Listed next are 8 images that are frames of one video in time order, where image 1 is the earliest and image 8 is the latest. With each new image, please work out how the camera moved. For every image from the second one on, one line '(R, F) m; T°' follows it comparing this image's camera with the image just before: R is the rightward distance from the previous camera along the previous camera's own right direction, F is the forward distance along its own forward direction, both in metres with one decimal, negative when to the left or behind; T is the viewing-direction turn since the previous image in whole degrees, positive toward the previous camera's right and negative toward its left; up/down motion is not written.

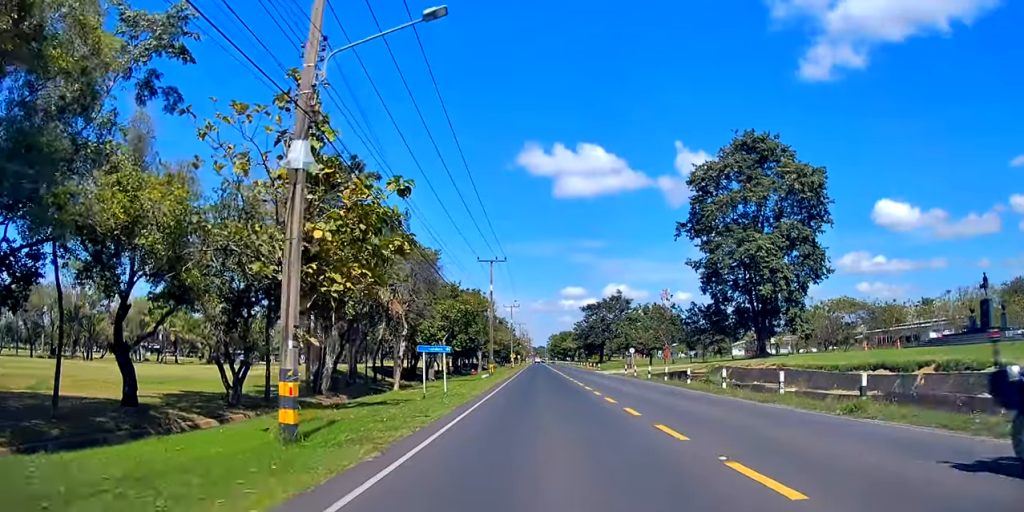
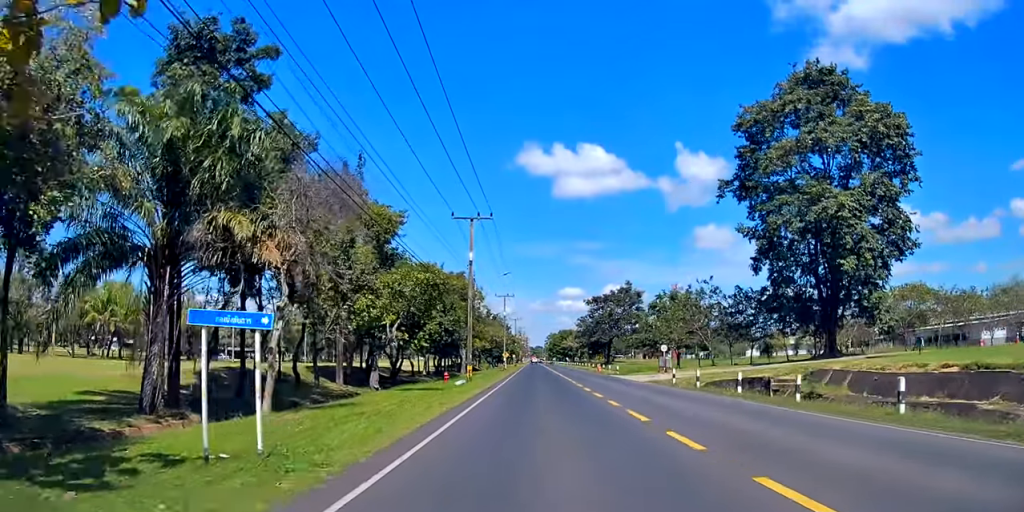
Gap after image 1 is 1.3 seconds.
(0.0, +17.9) m; +1°
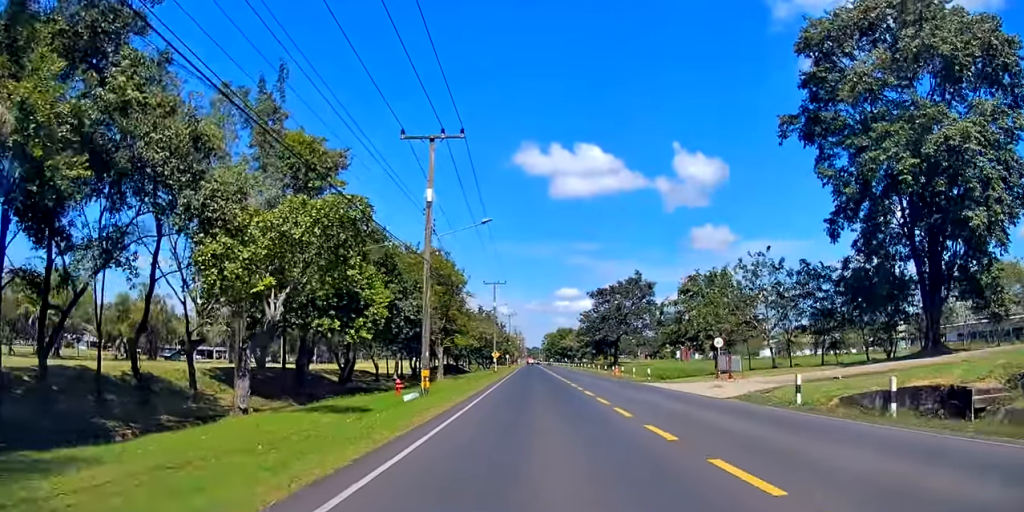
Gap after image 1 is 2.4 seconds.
(+0.3, +16.6) m; 0°
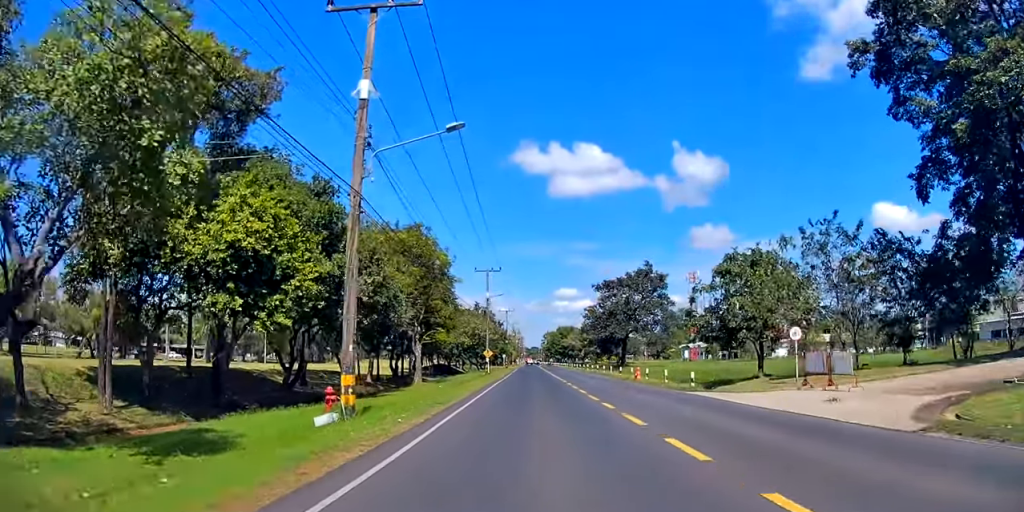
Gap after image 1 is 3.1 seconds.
(-0.3, +11.2) m; -1°
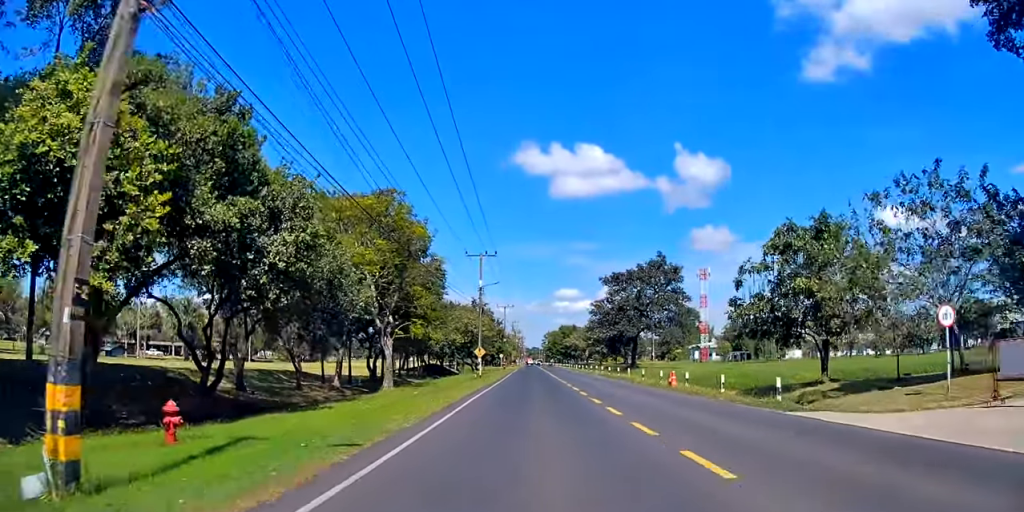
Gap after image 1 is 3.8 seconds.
(-0.1, +9.8) m; -1°
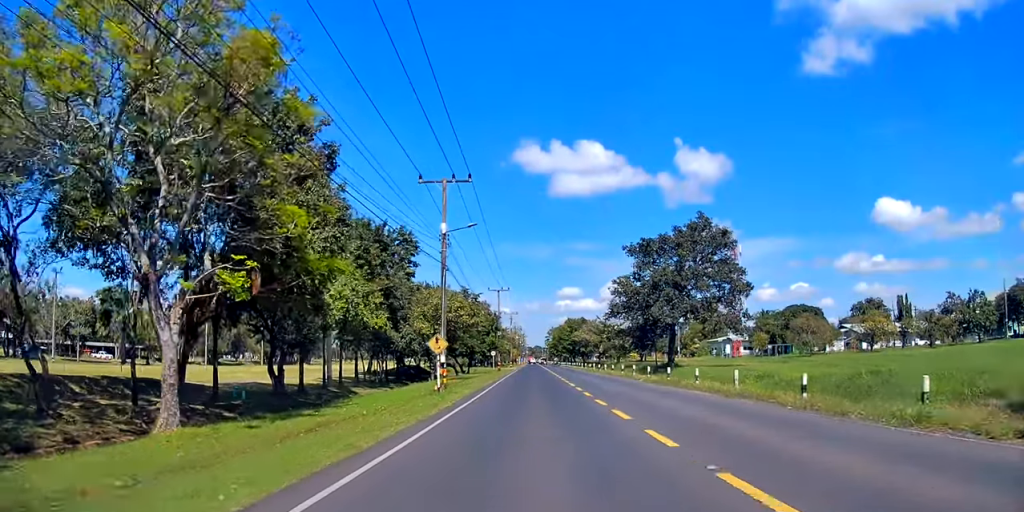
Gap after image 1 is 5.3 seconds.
(-0.5, +23.7) m; 0°
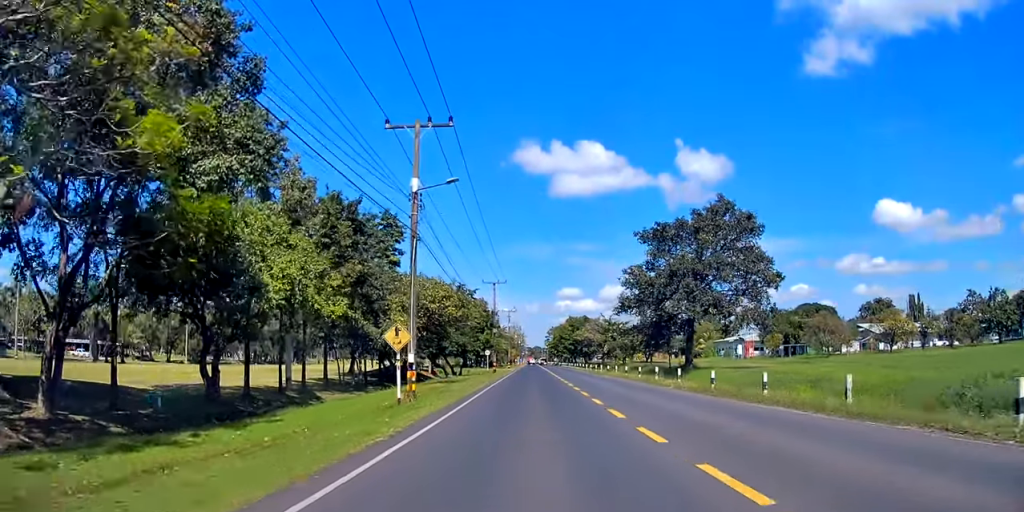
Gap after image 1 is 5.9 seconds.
(+0.3, +7.6) m; +2°
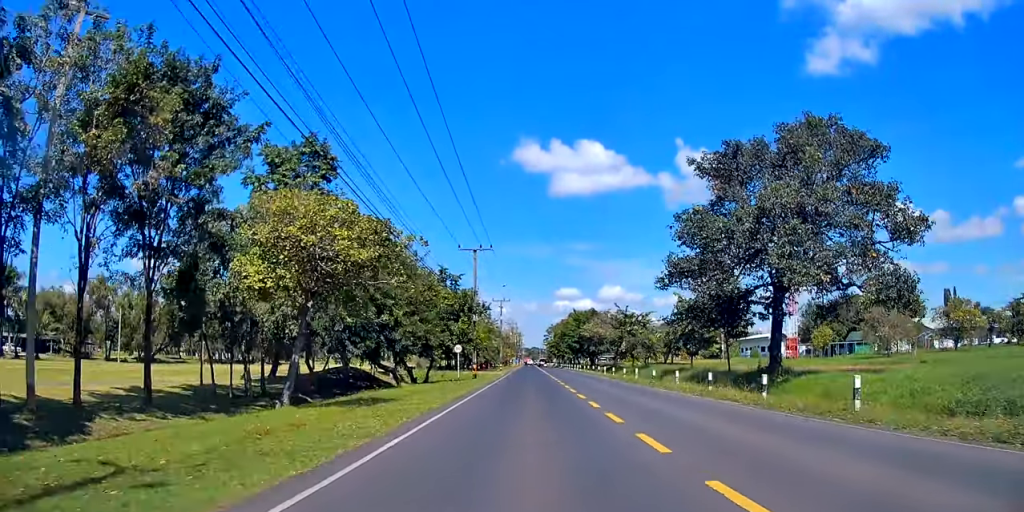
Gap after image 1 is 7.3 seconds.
(+1.3, +21.8) m; +3°
